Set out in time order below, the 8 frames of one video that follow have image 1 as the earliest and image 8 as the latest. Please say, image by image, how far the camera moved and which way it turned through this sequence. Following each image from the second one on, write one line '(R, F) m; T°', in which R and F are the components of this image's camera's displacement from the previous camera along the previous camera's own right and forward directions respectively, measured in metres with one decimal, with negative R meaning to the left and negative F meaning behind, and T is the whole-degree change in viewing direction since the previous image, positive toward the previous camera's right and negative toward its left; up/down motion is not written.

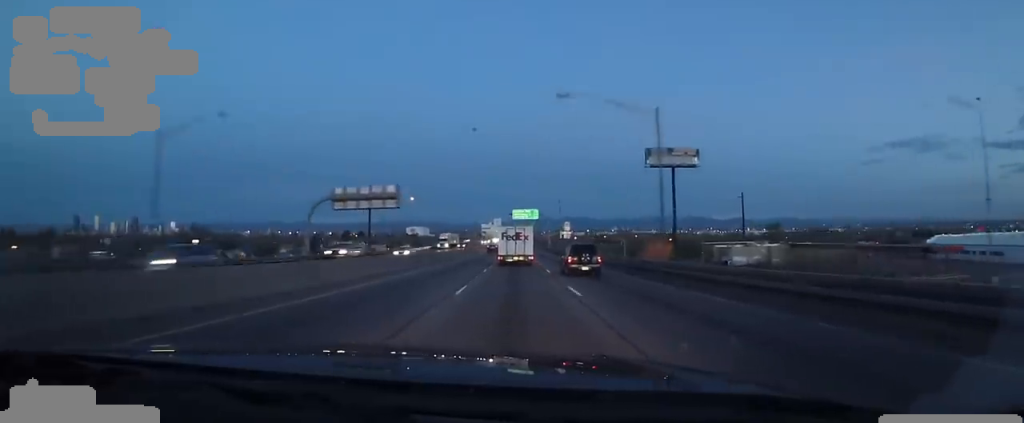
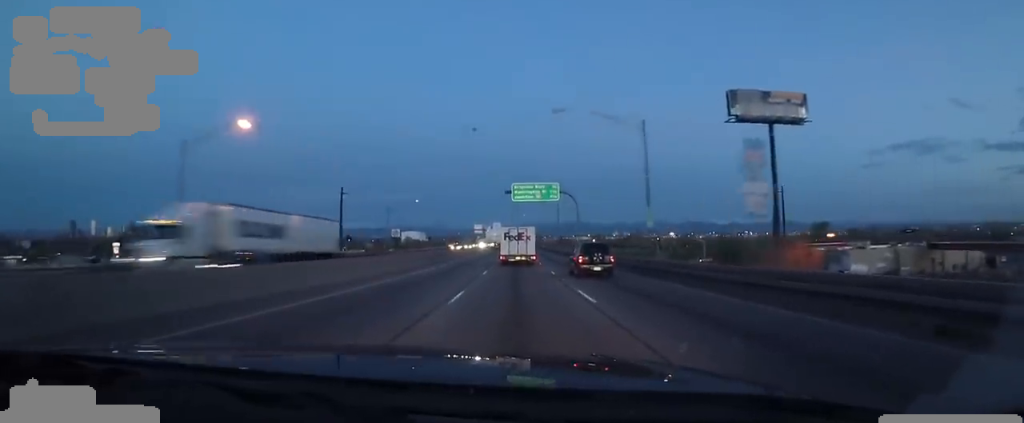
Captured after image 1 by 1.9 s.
(0.0, +49.5) m; 0°
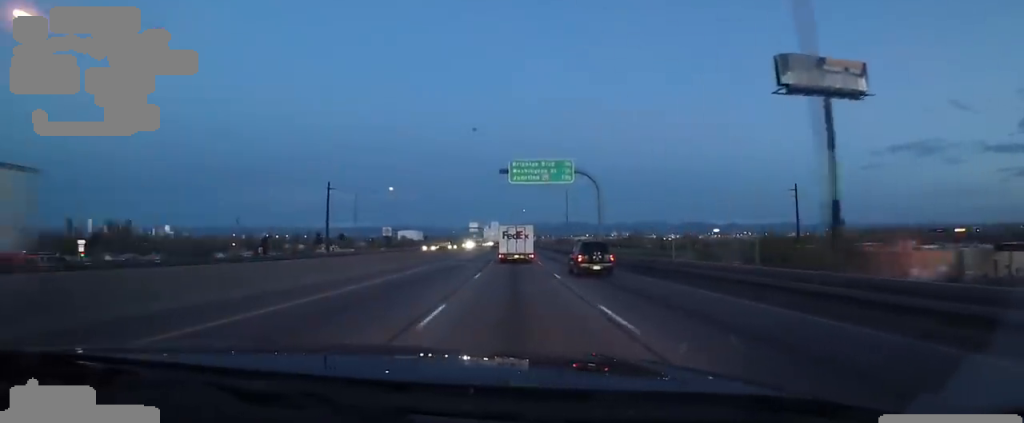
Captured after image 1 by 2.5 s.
(0.0, +16.0) m; 0°
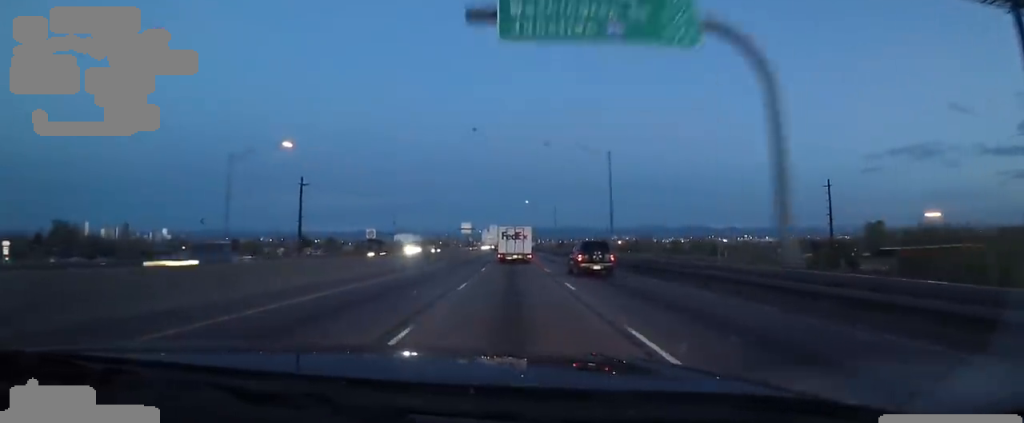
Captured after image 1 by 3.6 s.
(0.0, +30.4) m; 0°
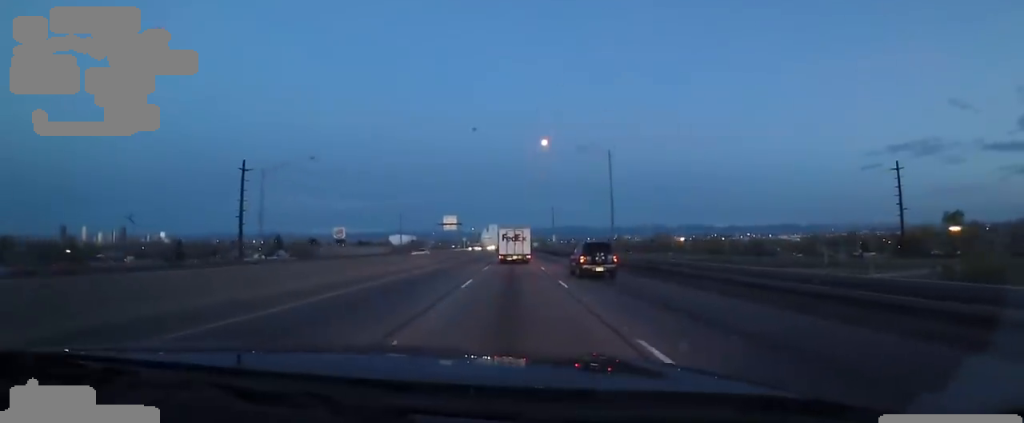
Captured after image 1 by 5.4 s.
(0.0, +46.5) m; 0°
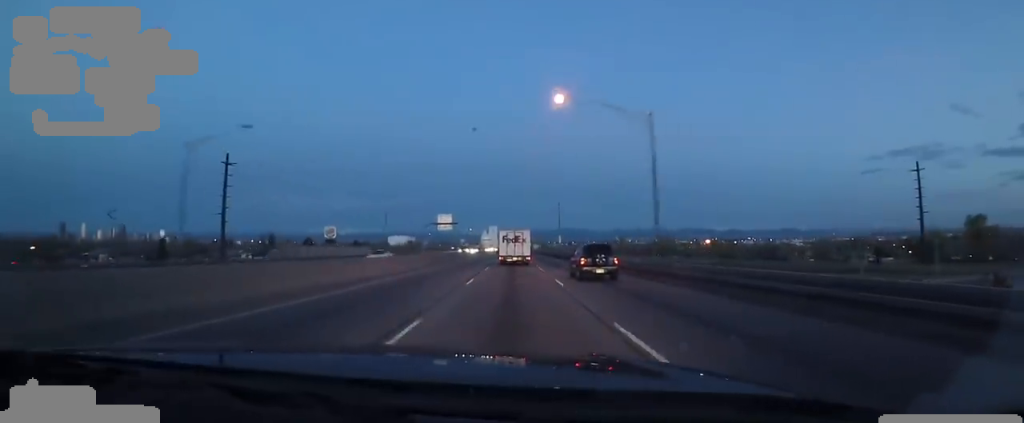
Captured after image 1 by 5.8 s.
(0.0, +10.4) m; 0°
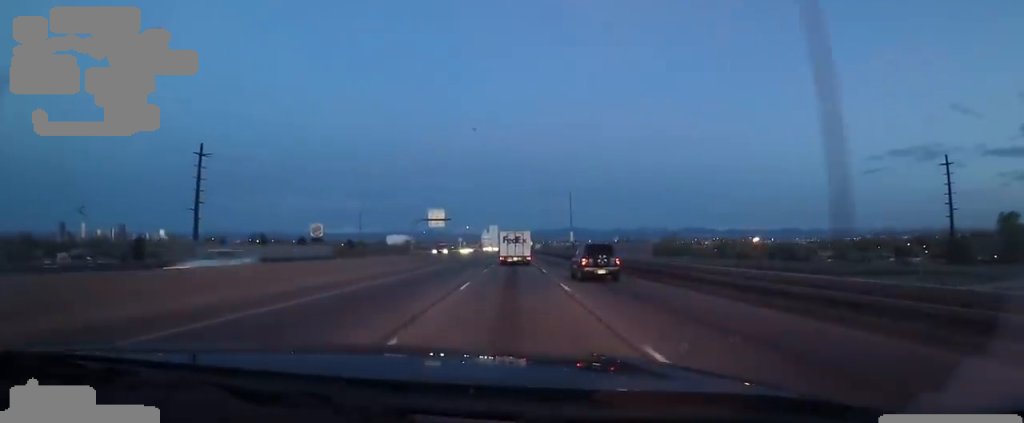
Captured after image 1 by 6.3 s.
(0.0, +14.0) m; +1°
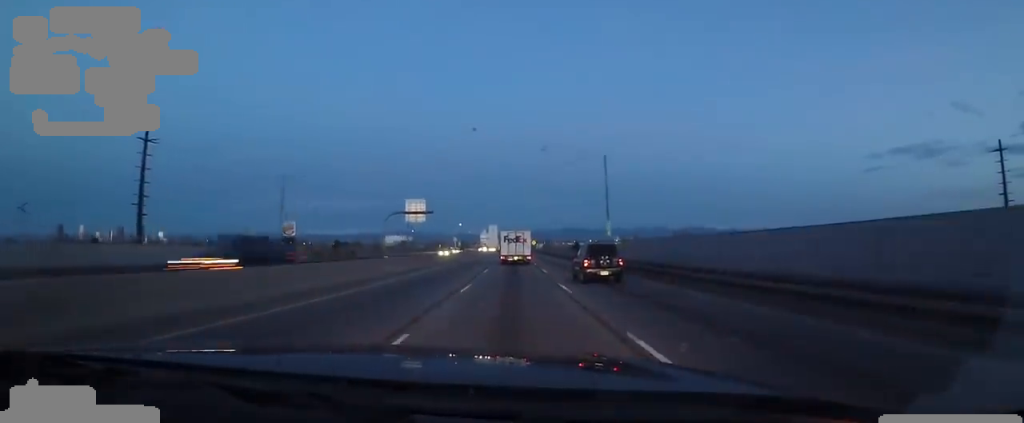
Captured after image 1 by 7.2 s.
(0.0, +23.1) m; +2°
